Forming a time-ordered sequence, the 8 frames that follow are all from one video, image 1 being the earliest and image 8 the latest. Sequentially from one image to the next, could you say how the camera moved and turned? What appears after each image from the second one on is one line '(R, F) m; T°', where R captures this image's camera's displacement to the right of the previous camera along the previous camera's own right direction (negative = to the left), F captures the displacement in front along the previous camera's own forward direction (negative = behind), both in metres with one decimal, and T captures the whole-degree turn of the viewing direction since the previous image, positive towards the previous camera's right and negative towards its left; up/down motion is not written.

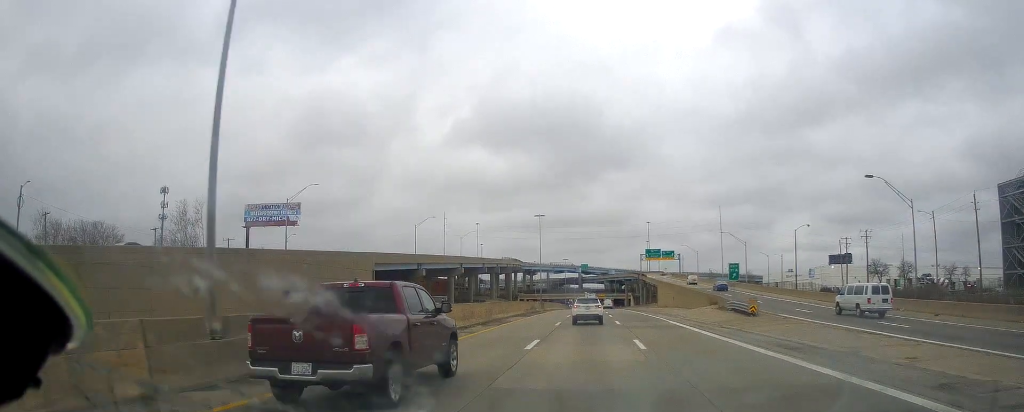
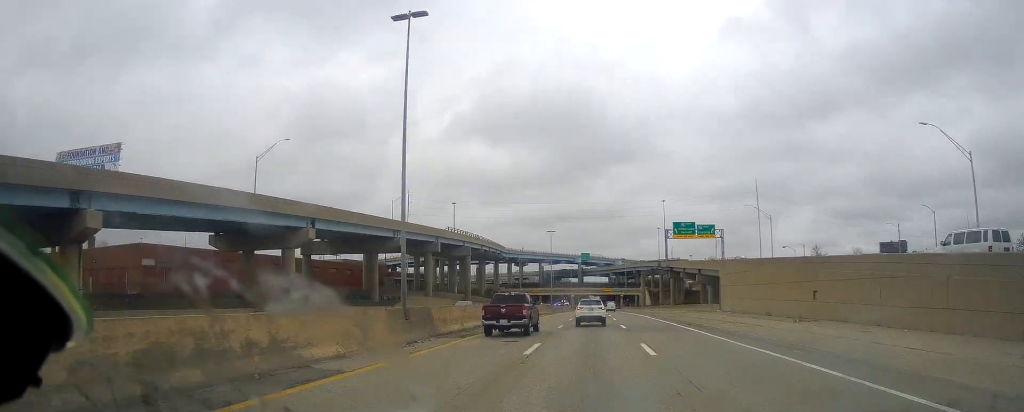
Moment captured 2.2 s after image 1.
(-0.3, +62.4) m; 0°
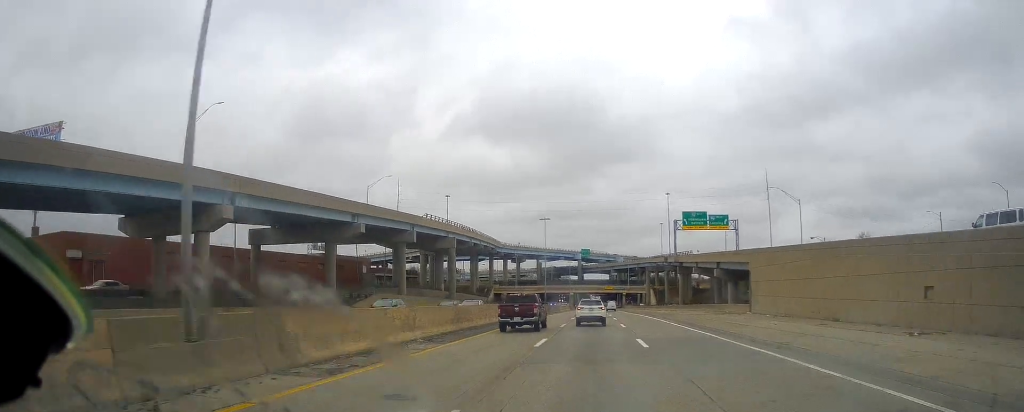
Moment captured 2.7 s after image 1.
(+0.2, +13.3) m; 0°
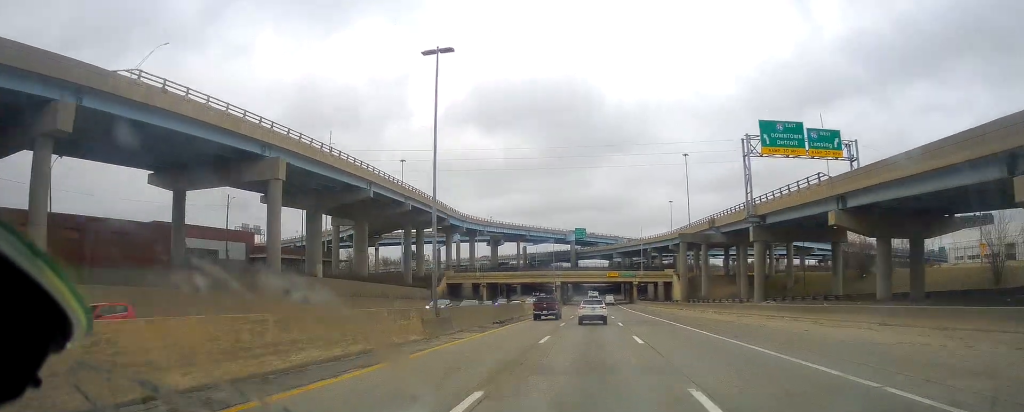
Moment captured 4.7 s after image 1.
(0.0, +58.8) m; 0°
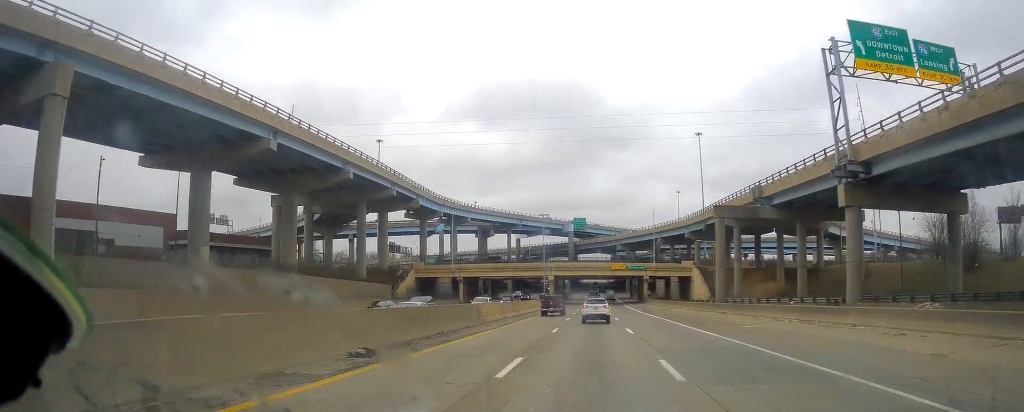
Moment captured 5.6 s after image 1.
(-0.3, +23.9) m; -1°
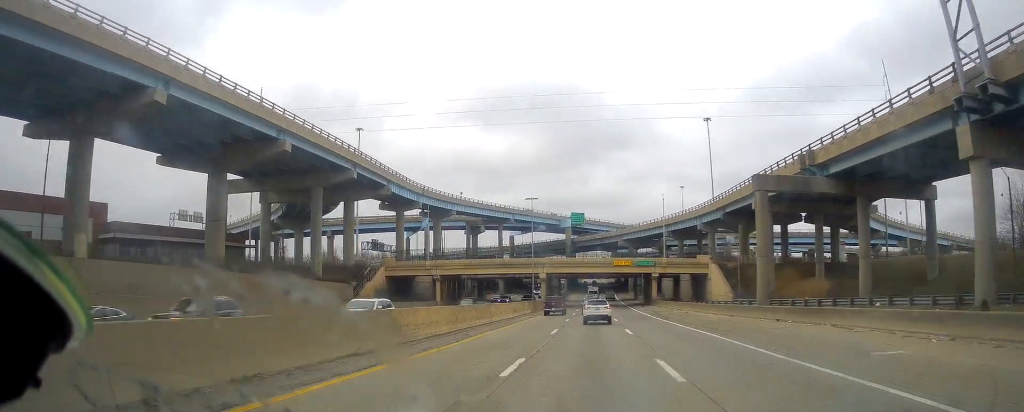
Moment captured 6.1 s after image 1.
(0.0, +15.4) m; 0°
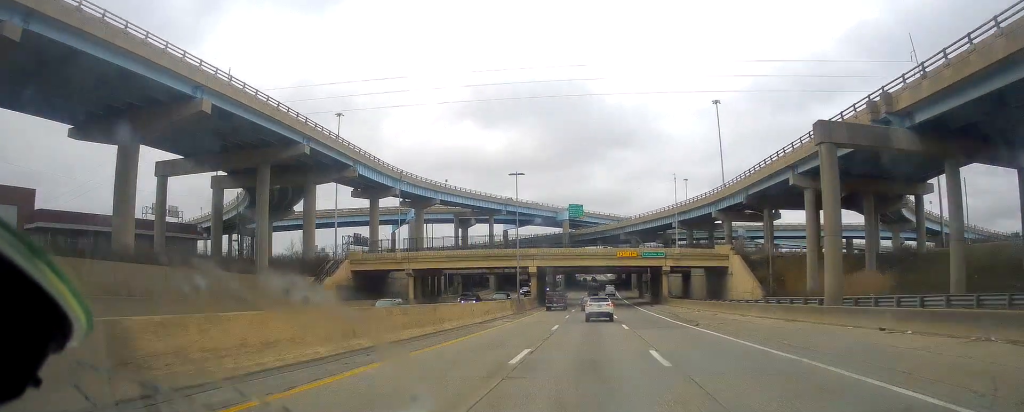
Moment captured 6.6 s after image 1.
(-0.1, +13.6) m; 0°
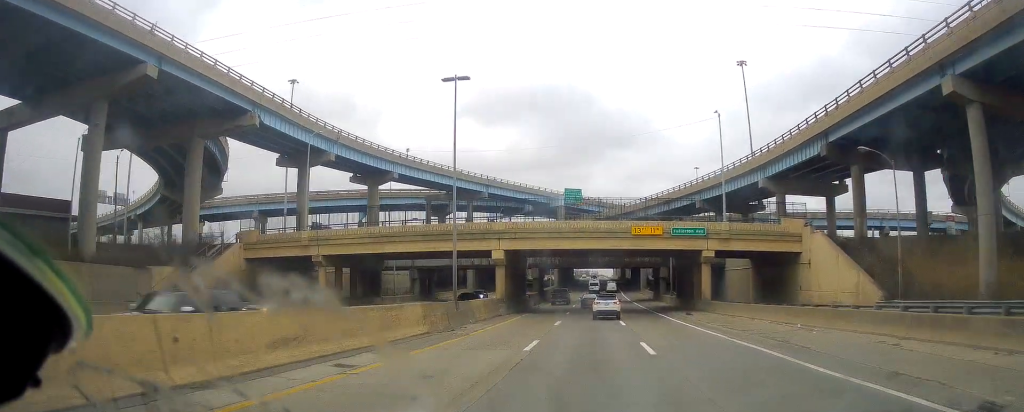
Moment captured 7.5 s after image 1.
(+0.3, +26.4) m; 0°
